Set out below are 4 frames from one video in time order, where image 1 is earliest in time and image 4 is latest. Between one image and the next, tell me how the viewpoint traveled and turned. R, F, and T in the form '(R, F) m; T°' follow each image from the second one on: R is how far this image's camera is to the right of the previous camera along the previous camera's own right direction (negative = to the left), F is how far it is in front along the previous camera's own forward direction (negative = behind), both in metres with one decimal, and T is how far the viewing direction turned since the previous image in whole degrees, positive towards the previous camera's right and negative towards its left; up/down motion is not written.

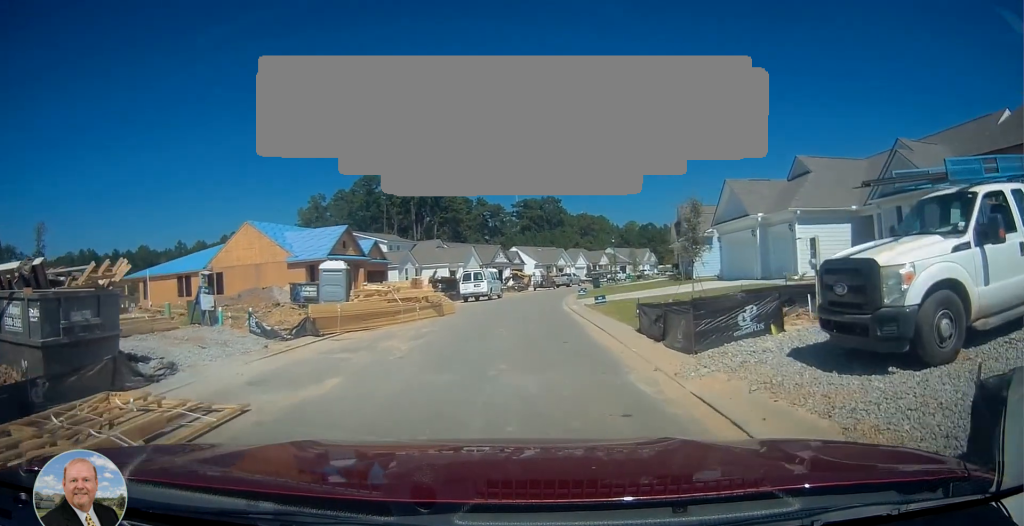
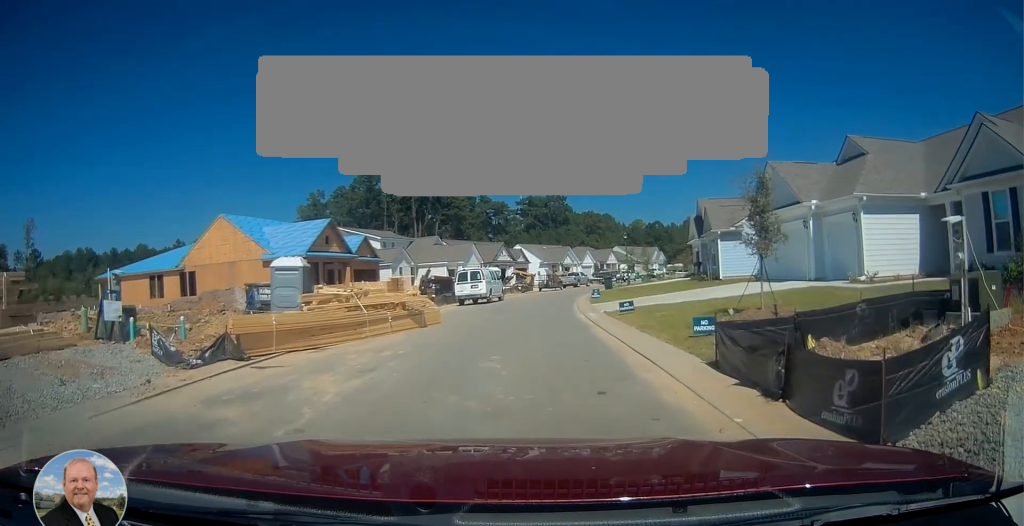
(+0.2, +5.2) m; -2°
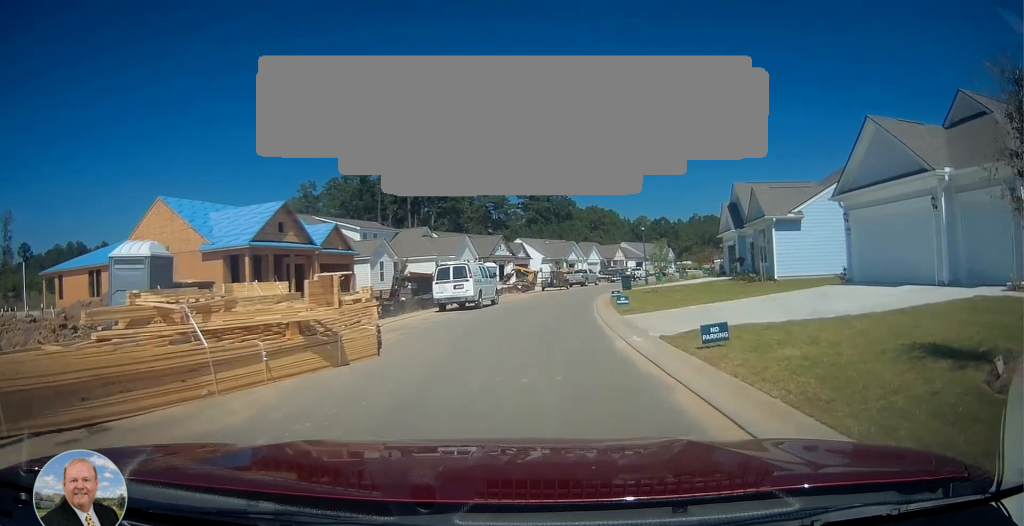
(-0.2, +8.3) m; 0°
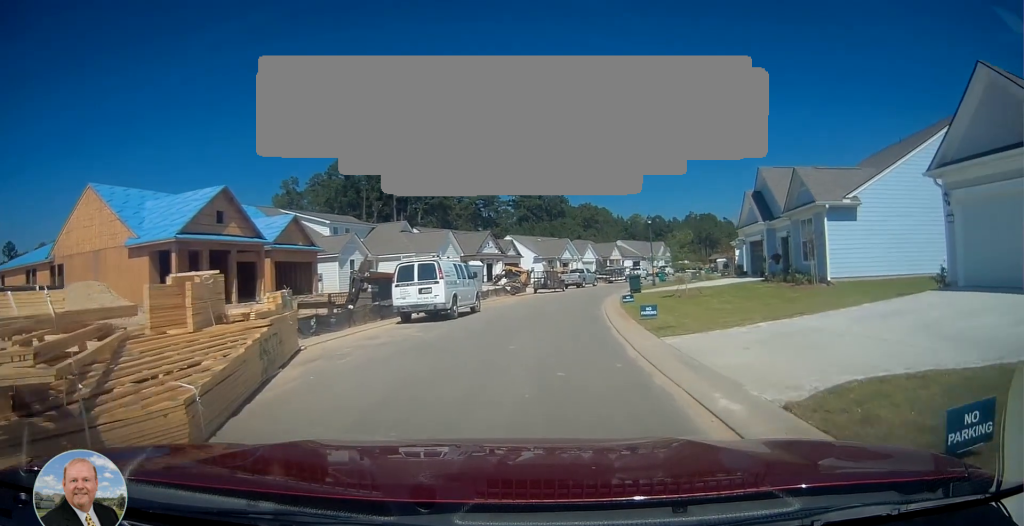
(0.0, +6.4) m; +2°
